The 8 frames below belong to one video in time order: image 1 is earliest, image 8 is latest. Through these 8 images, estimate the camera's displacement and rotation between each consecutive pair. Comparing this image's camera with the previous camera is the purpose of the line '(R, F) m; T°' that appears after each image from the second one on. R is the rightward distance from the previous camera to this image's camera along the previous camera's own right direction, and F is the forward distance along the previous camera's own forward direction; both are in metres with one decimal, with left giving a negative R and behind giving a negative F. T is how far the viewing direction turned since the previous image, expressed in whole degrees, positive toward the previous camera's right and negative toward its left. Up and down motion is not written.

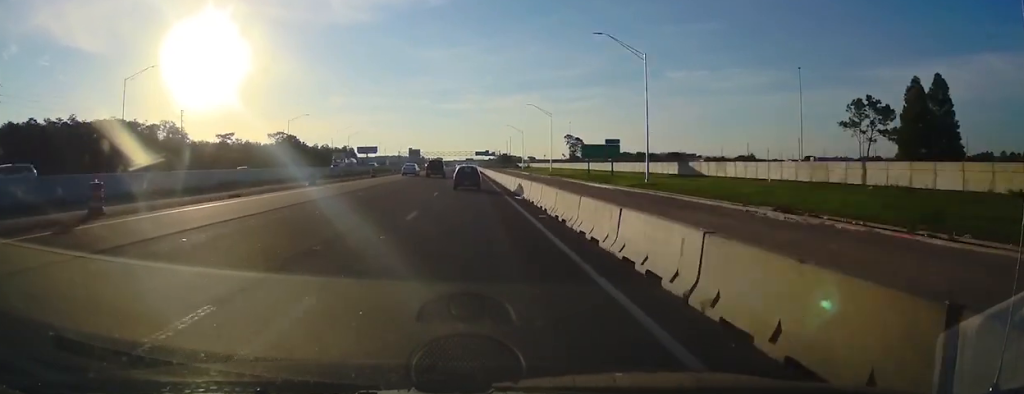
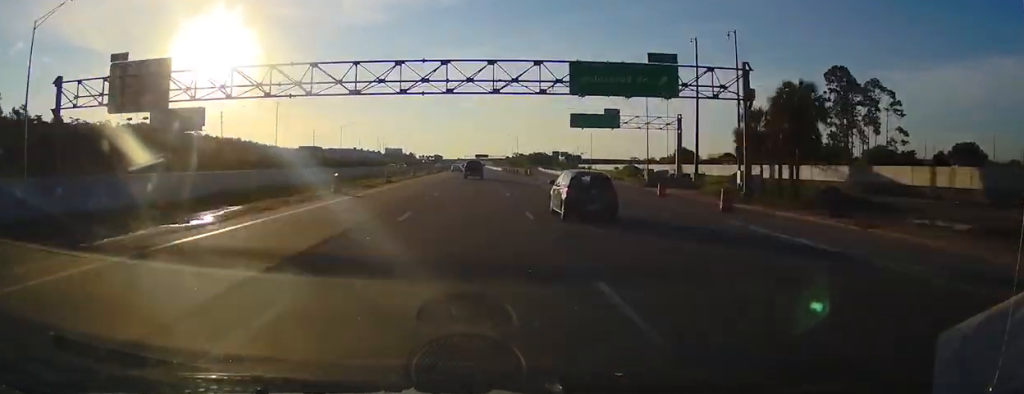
(-3.1, +290.3) m; 0°
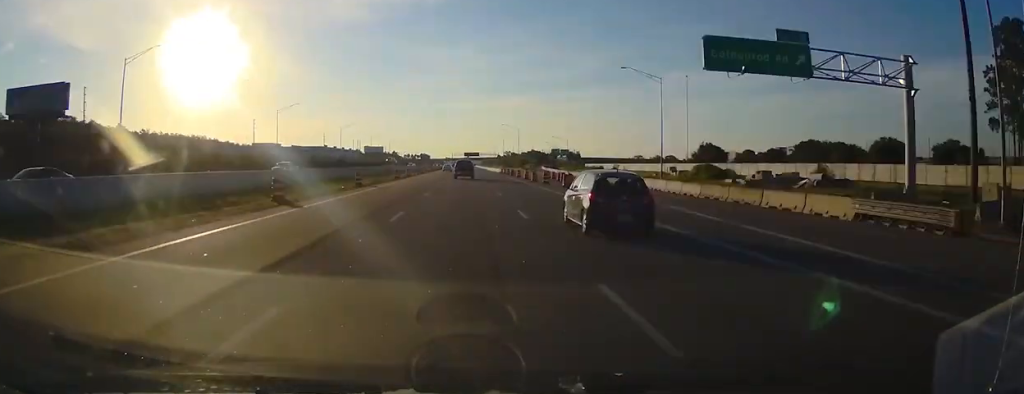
(+0.6, +49.4) m; 0°
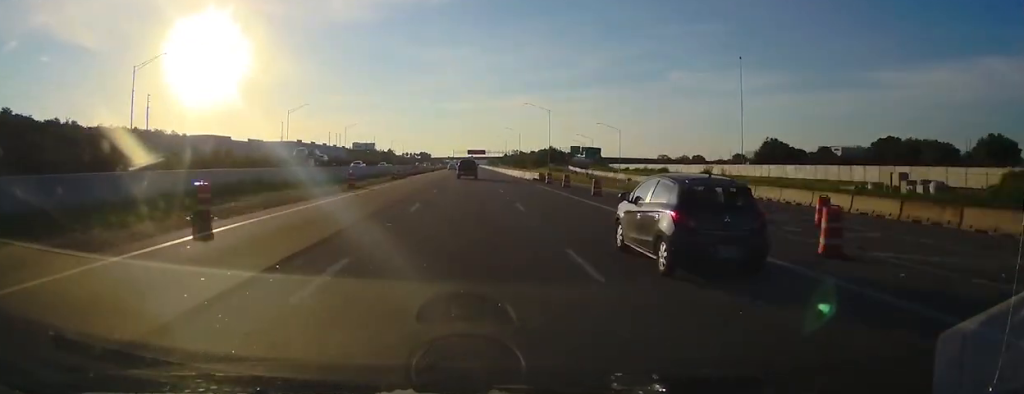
(+0.3, +57.5) m; 0°
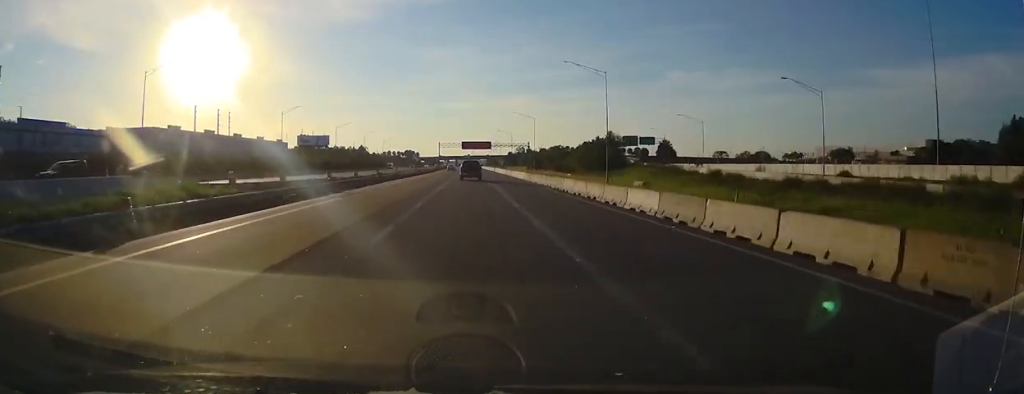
(+0.5, +116.1) m; 0°
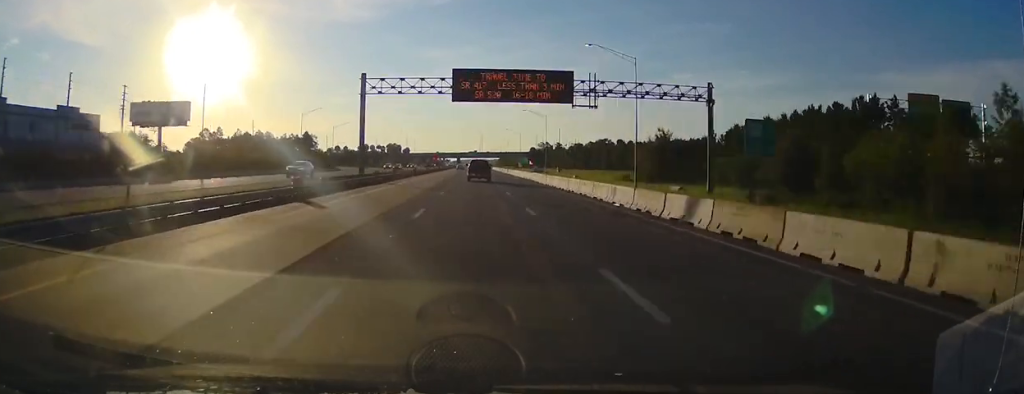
(-1.6, +139.5) m; 0°
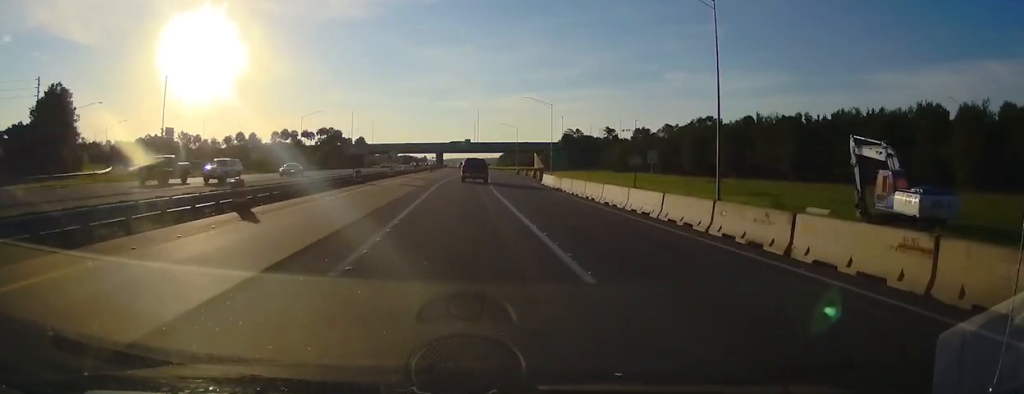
(+2.0, +154.2) m; +1°
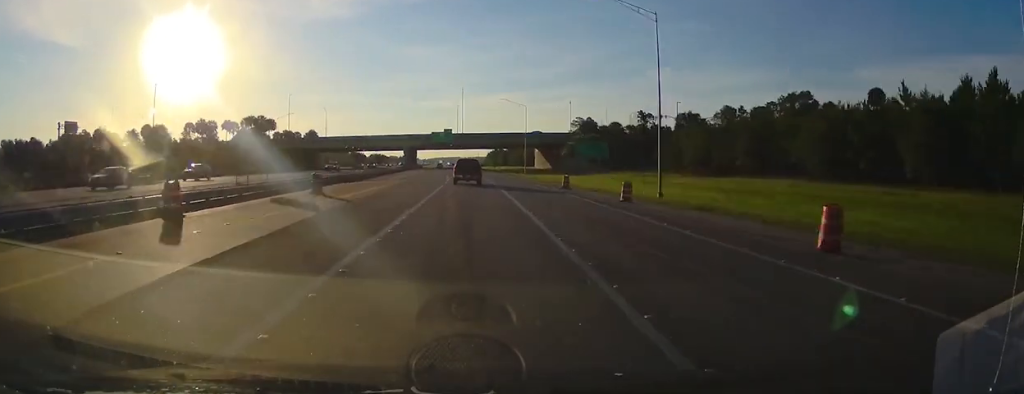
(+0.9, +62.0) m; 0°
